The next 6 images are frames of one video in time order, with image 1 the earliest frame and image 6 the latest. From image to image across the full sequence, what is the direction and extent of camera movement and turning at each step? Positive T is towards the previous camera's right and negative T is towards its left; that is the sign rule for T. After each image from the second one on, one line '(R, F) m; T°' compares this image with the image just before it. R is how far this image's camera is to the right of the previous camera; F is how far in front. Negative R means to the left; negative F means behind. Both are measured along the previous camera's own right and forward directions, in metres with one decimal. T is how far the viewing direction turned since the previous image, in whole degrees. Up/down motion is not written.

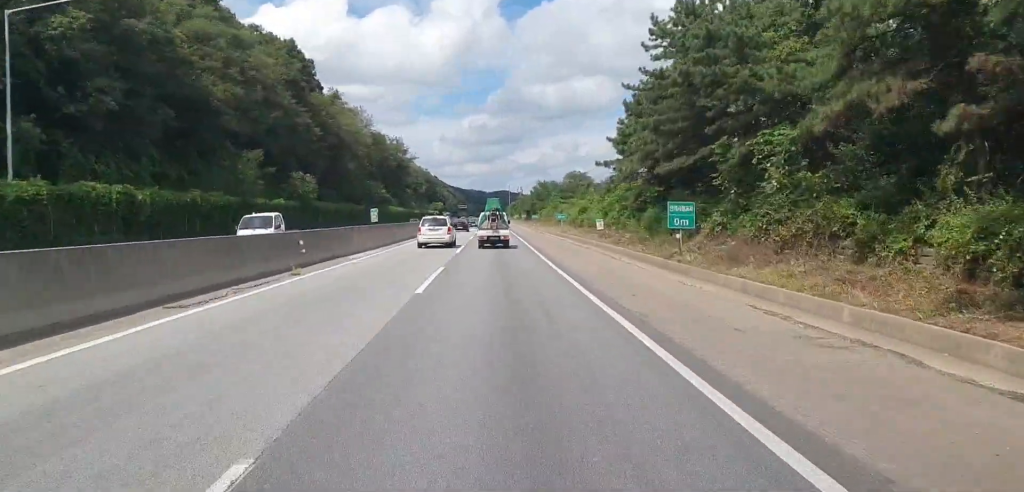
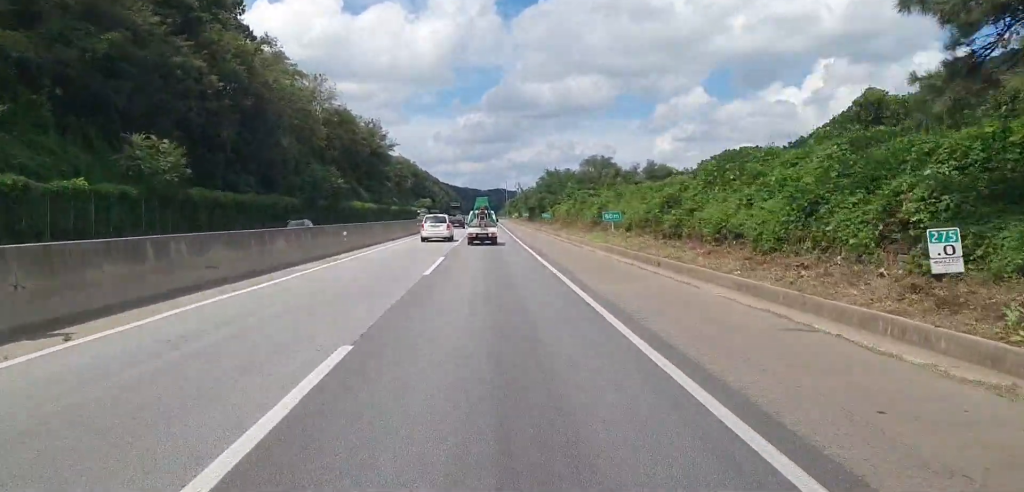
(+0.2, +35.8) m; +1°
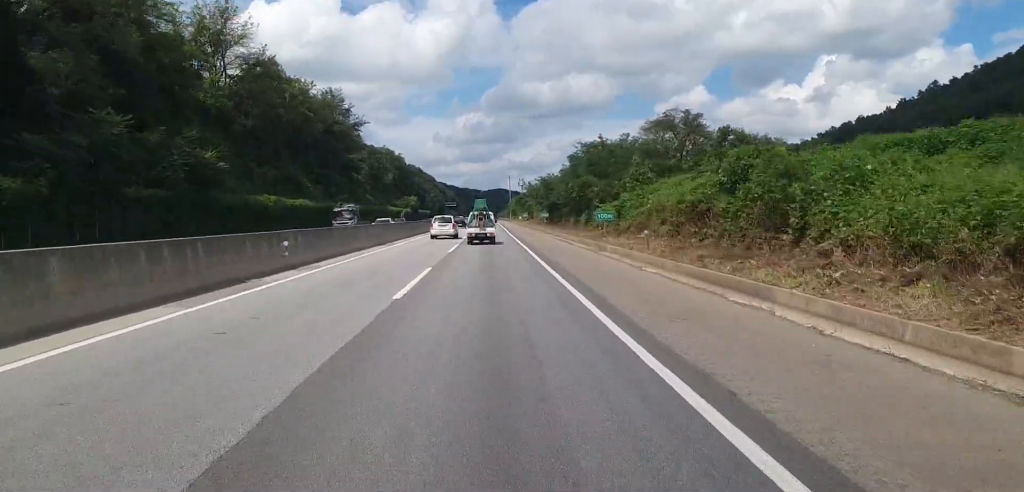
(+0.1, +47.7) m; -1°
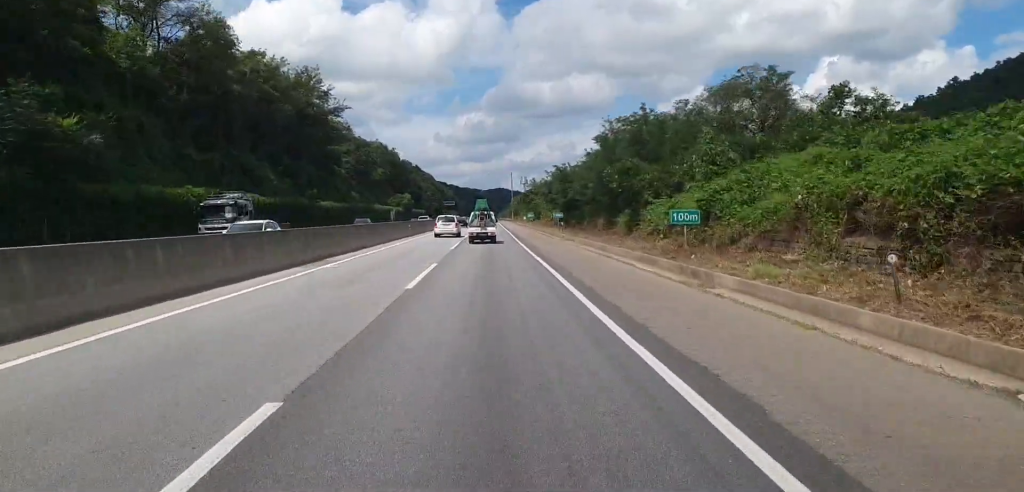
(-0.3, +18.8) m; 0°
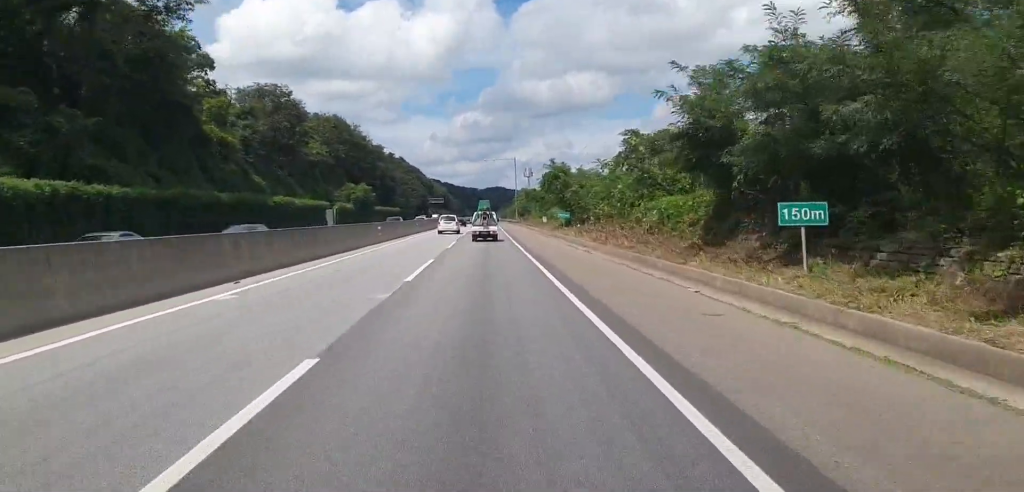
(+0.8, +61.3) m; +1°
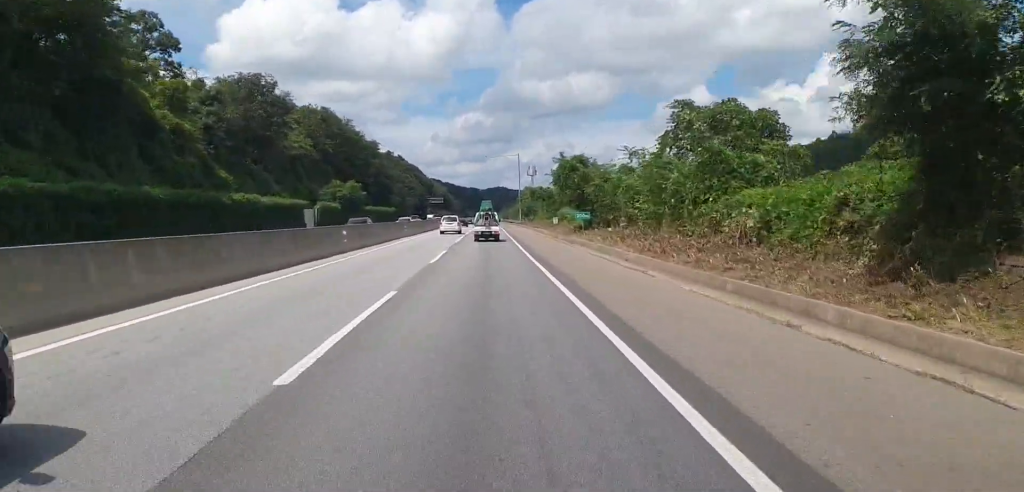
(0.0, +12.5) m; 0°
